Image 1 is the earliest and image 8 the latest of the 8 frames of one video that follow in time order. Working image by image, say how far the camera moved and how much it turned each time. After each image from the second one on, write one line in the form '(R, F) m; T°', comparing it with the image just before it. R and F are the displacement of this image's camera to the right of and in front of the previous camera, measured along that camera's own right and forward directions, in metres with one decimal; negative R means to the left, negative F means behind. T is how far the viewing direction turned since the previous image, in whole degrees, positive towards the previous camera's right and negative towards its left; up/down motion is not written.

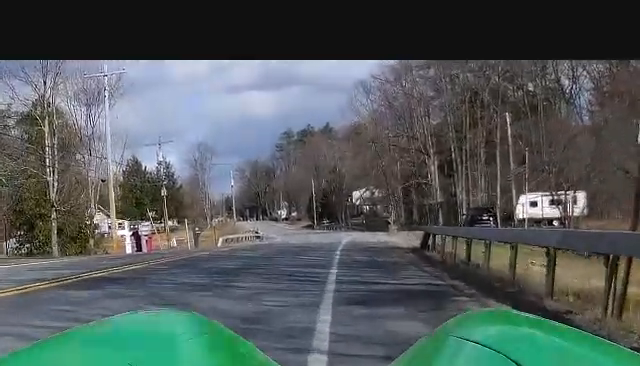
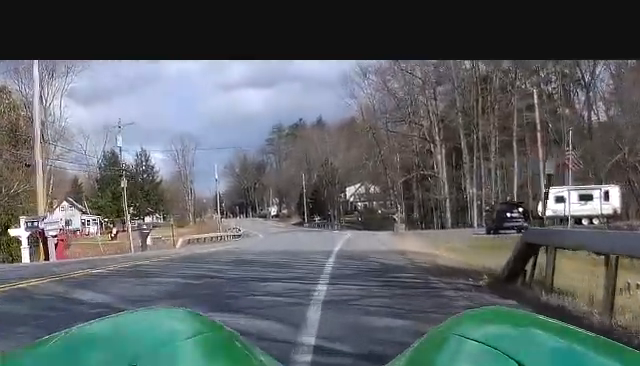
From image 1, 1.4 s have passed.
(+0.3, +10.3) m; +2°
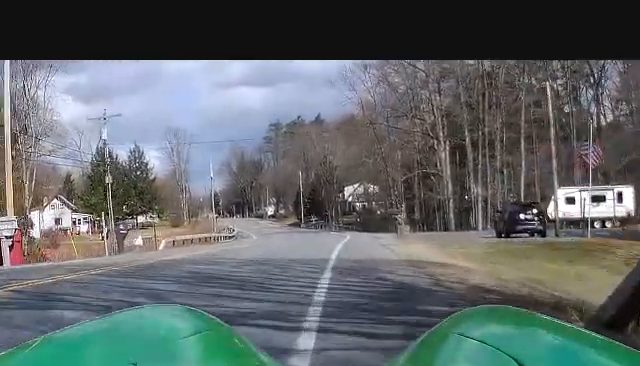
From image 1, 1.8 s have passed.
(0.0, +3.7) m; 0°
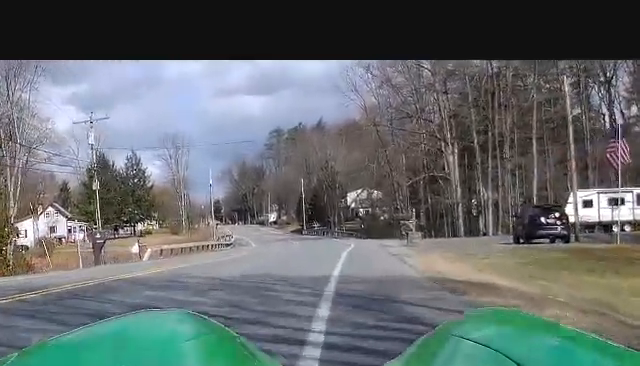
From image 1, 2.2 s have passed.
(0.0, +3.8) m; 0°
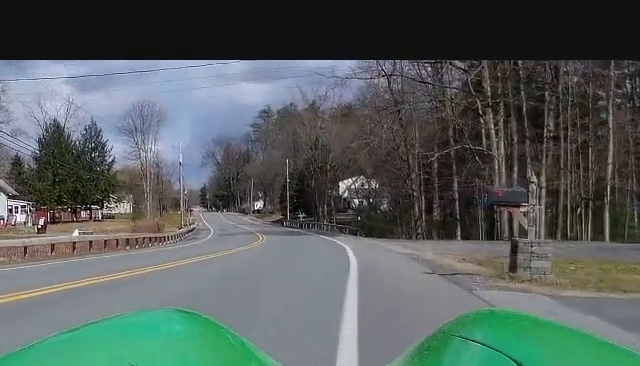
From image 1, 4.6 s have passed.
(-0.1, +22.4) m; -1°
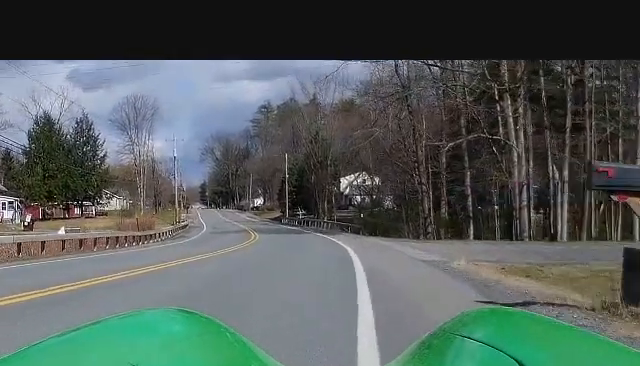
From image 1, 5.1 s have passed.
(0.0, +5.4) m; 0°
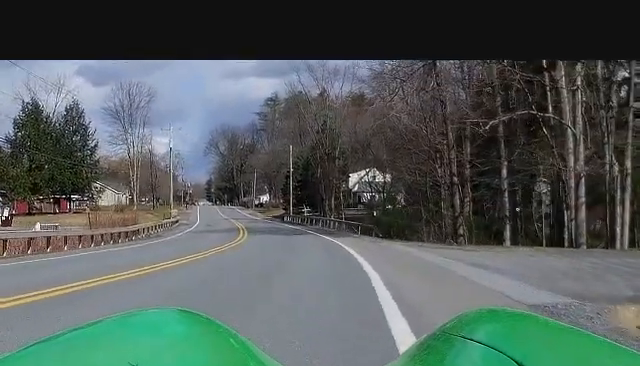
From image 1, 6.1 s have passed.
(0.0, +7.6) m; -1°
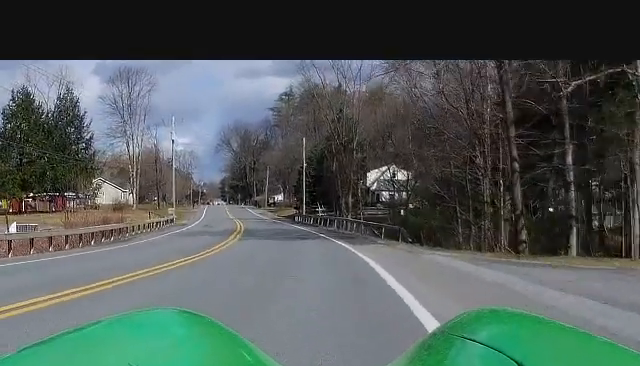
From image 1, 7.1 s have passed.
(-0.1, +6.1) m; -1°
